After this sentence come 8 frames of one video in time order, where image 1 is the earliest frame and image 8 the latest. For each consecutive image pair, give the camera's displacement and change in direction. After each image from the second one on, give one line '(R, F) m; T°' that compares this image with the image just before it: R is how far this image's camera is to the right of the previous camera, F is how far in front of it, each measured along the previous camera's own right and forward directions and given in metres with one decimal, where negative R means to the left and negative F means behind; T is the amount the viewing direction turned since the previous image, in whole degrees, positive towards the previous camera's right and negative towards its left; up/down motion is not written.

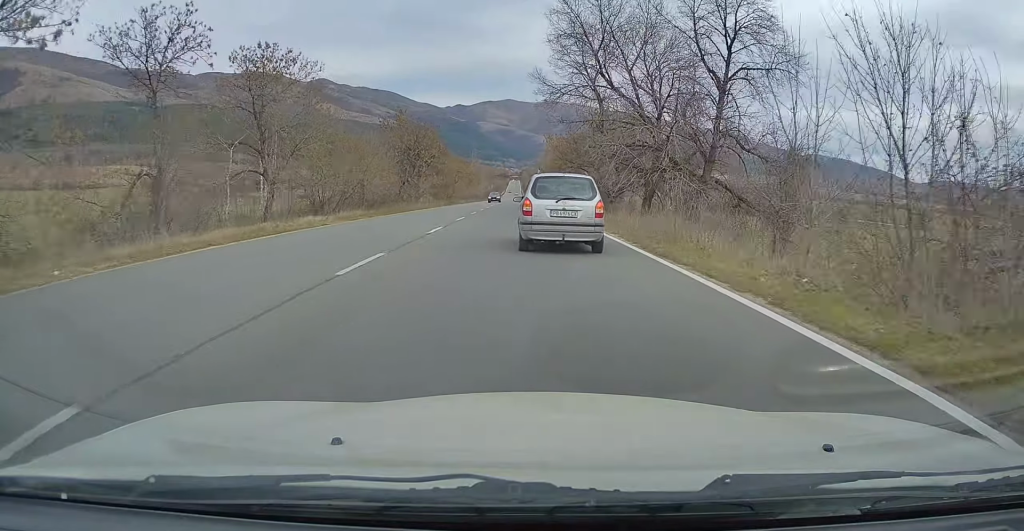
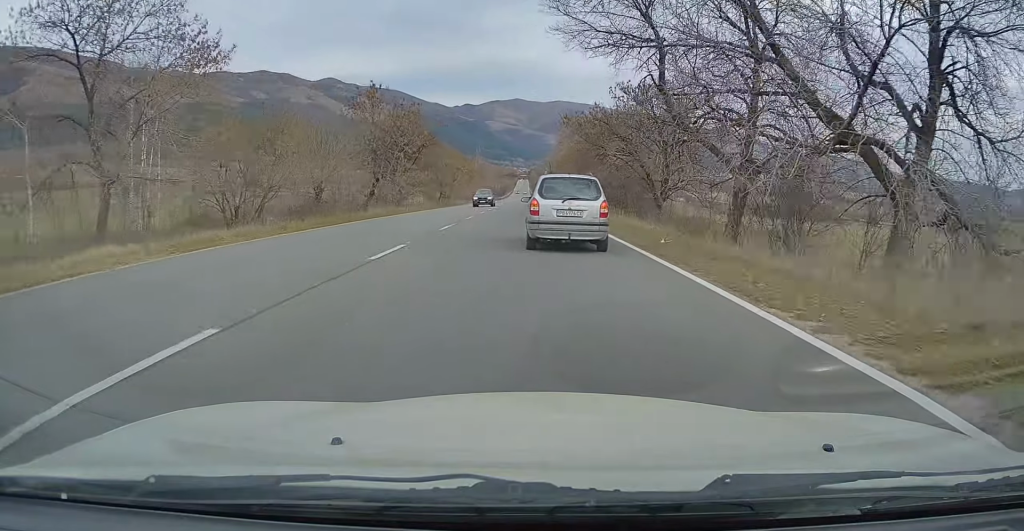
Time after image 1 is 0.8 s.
(0.0, +16.1) m; -1°
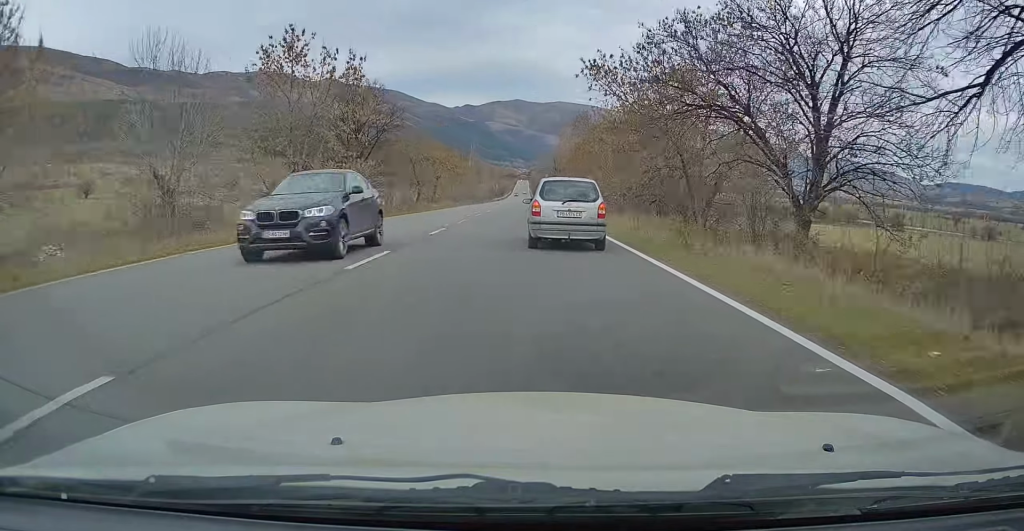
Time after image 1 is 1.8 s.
(-0.3, +19.6) m; 0°
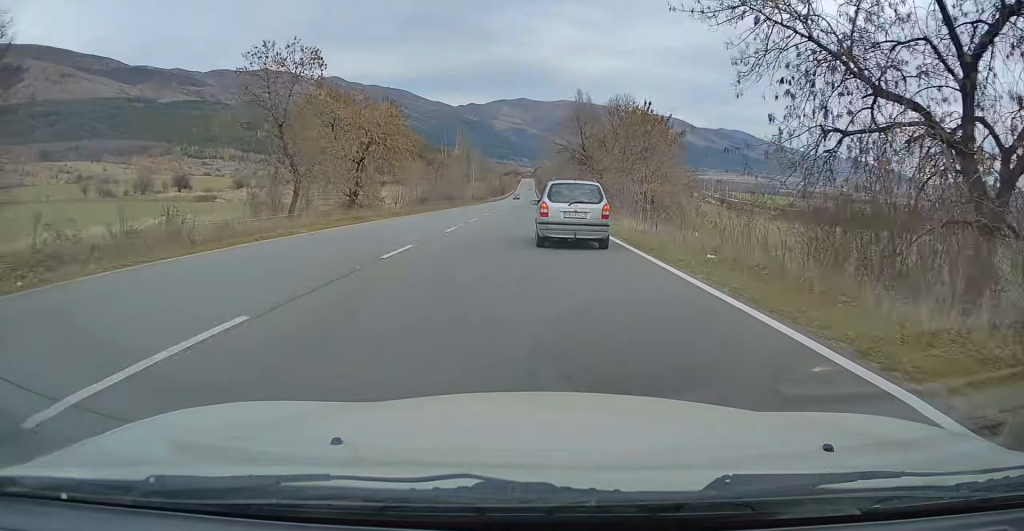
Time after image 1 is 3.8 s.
(+0.3, +43.2) m; -1°
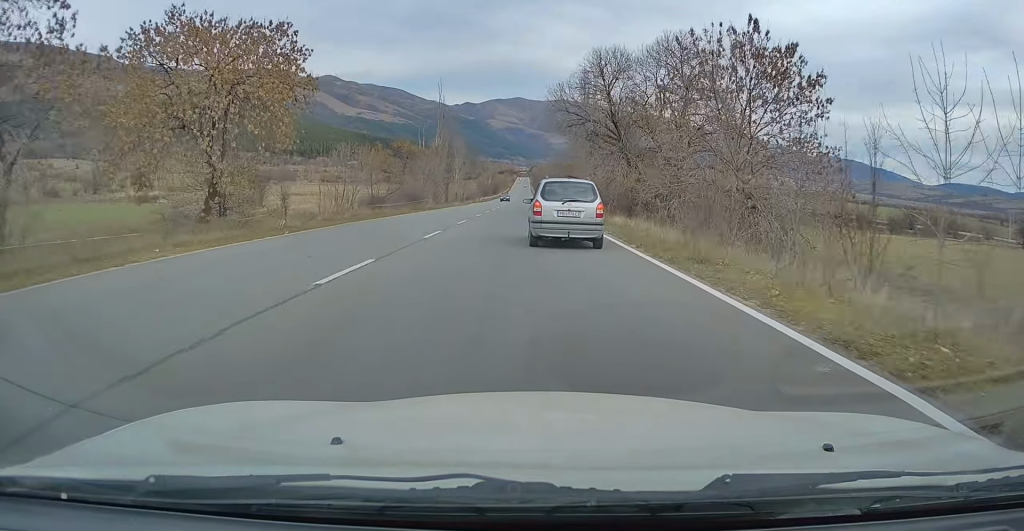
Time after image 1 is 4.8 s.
(-0.2, +22.0) m; +1°
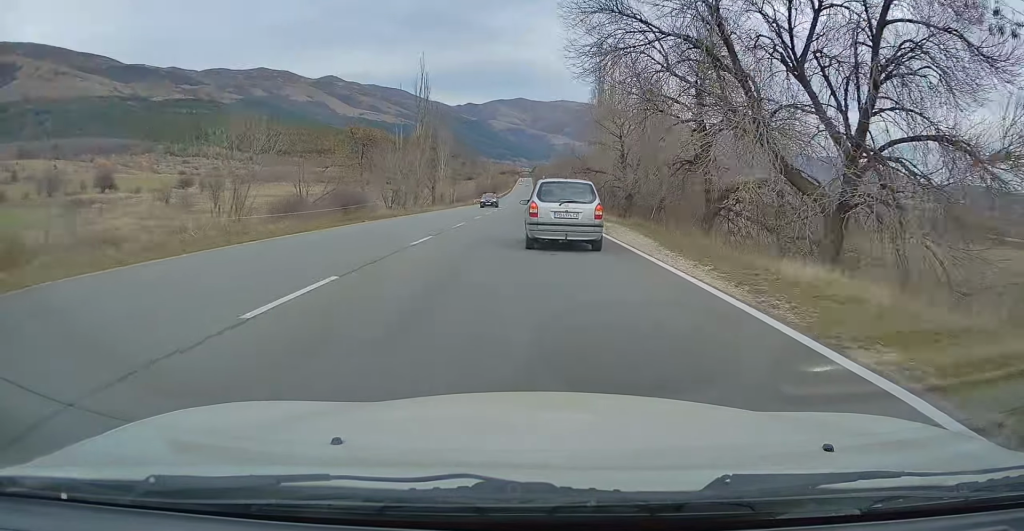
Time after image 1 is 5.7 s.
(+0.4, +20.3) m; 0°
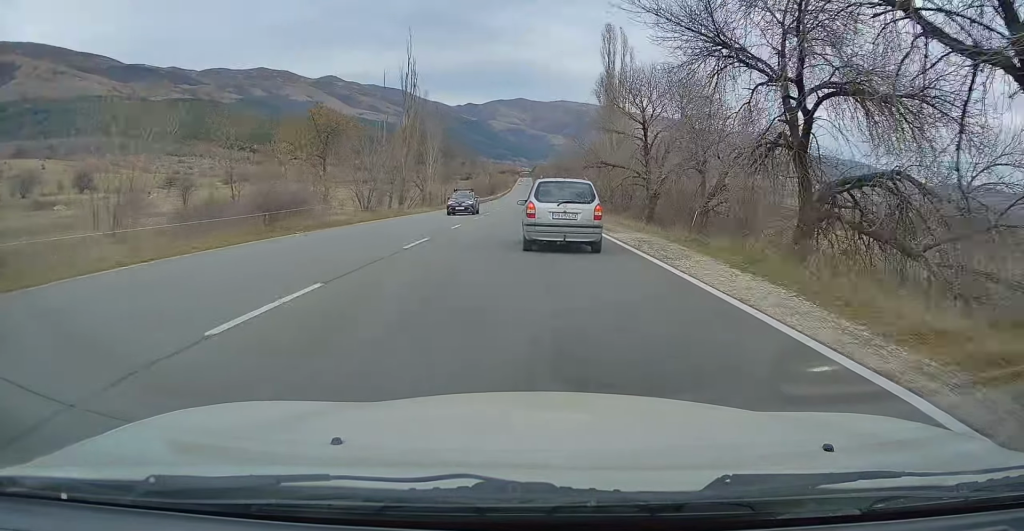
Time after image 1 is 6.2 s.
(-0.2, +10.1) m; 0°
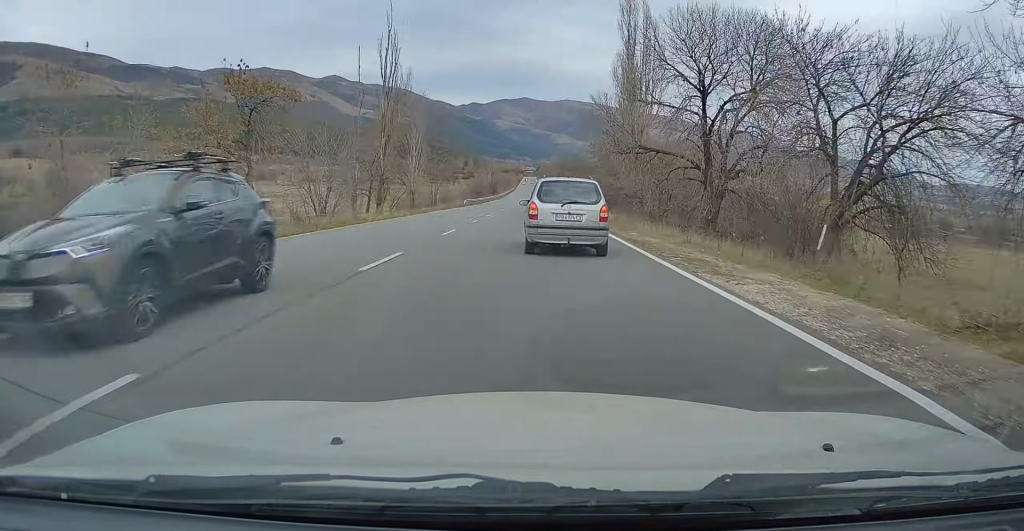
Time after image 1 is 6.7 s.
(-0.3, +13.2) m; 0°
